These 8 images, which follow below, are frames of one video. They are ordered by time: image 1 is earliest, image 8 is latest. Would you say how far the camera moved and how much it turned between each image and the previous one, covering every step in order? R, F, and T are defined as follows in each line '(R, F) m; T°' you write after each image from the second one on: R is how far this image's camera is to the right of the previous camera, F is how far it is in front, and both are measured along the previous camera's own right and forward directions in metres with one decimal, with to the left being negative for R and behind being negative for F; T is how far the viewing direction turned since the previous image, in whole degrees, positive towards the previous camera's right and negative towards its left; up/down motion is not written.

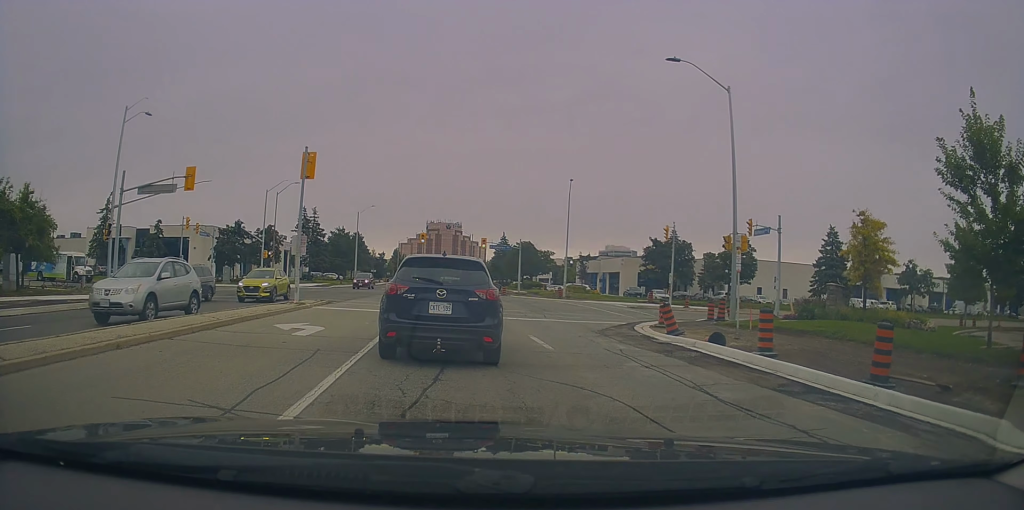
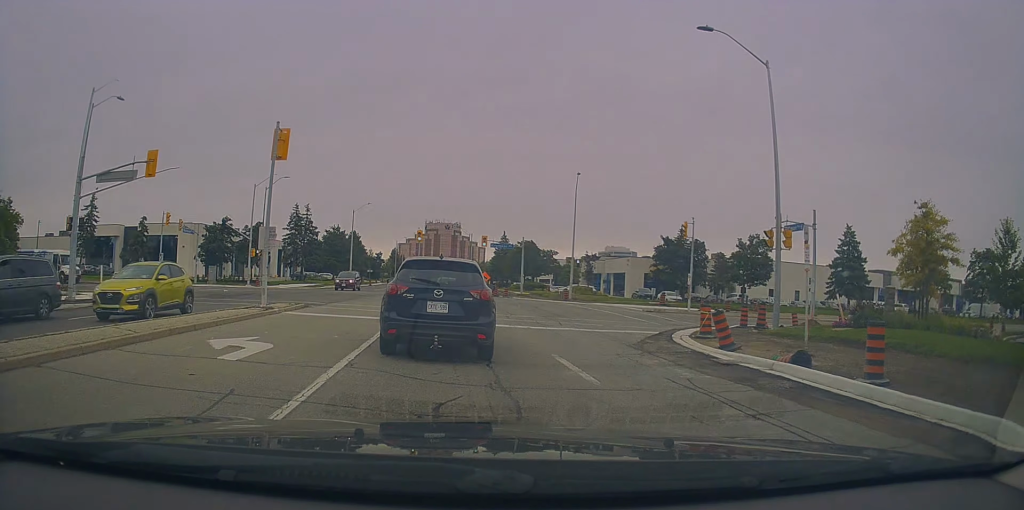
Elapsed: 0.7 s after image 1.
(+0.1, +3.9) m; -1°
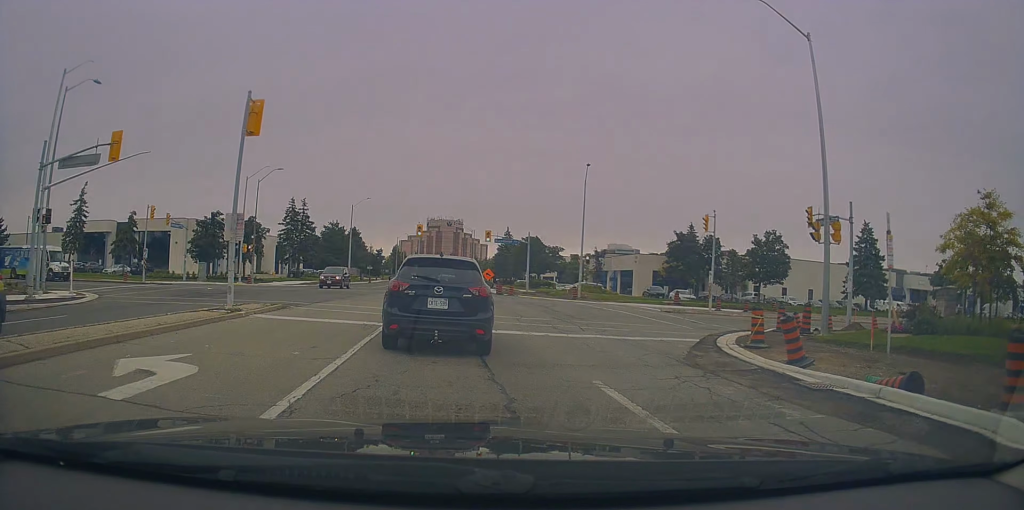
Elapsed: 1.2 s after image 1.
(0.0, +3.0) m; -1°
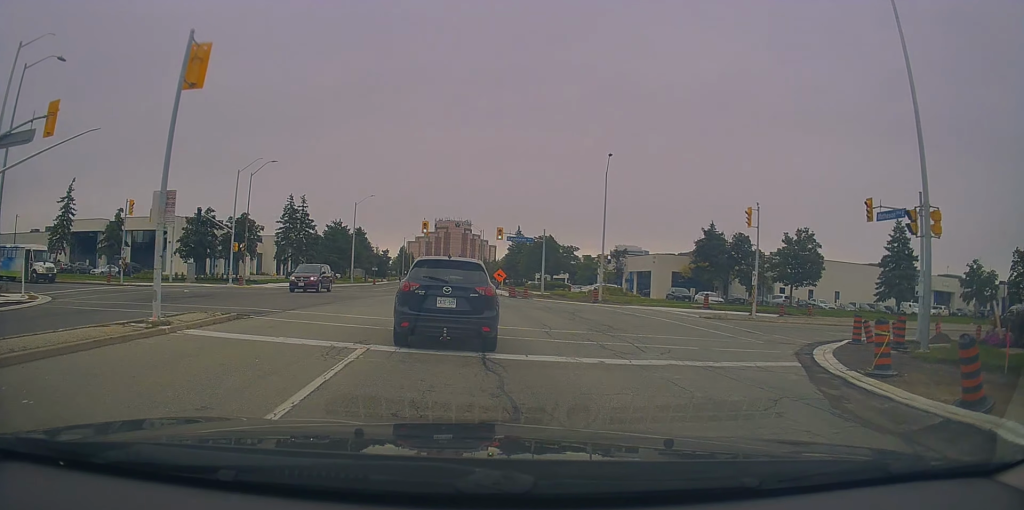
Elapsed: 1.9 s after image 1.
(-0.2, +4.6) m; -4°
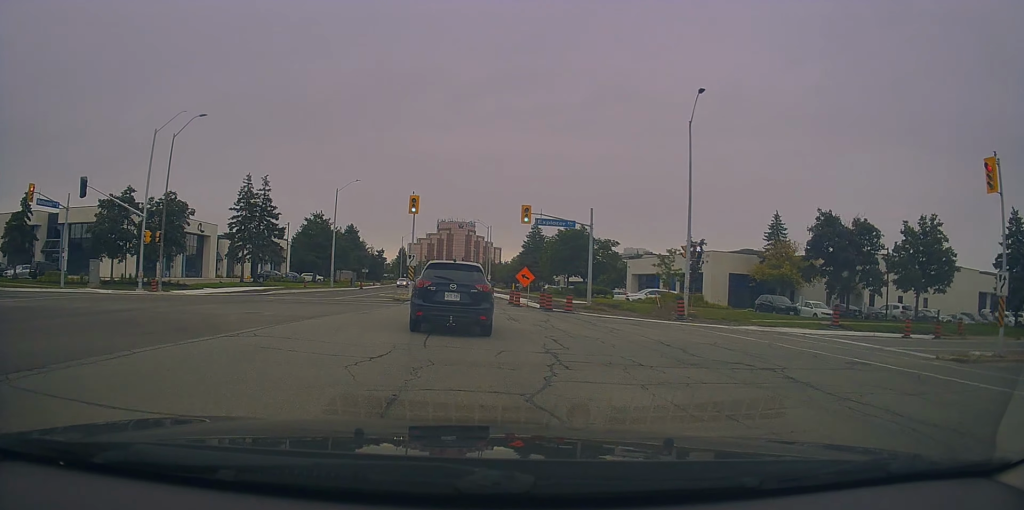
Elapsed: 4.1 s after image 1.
(+1.2, +17.5) m; +6°
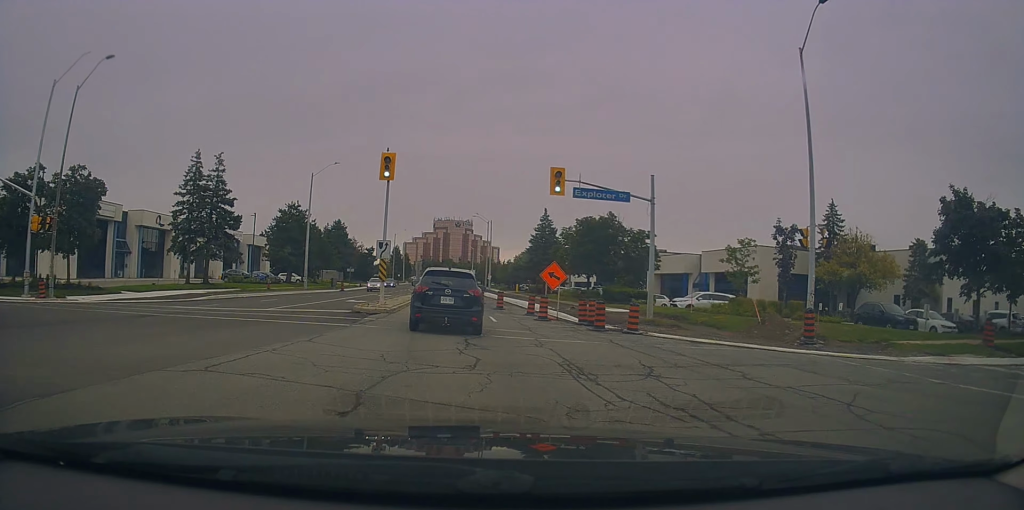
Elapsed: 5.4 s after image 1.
(-0.6, +12.1) m; -1°
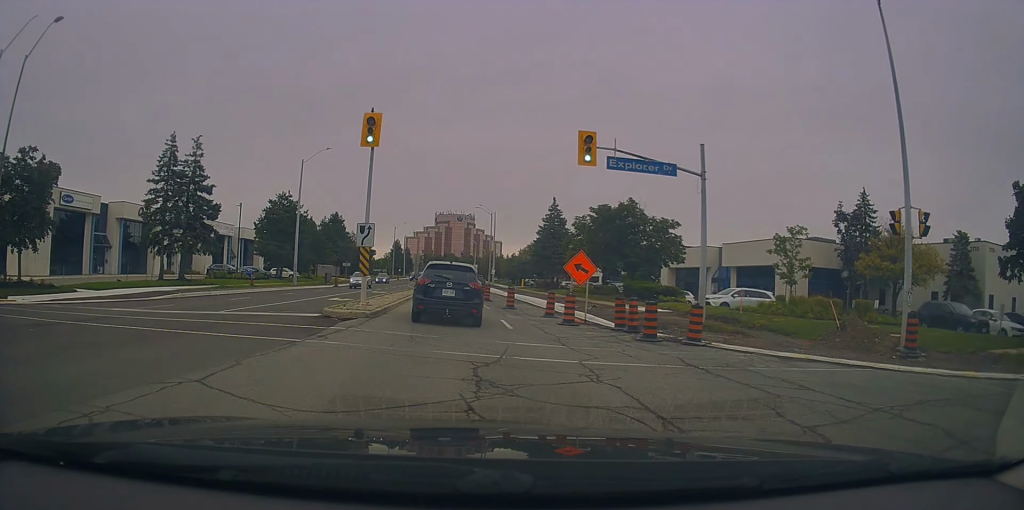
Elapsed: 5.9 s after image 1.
(+0.1, +5.0) m; +1°
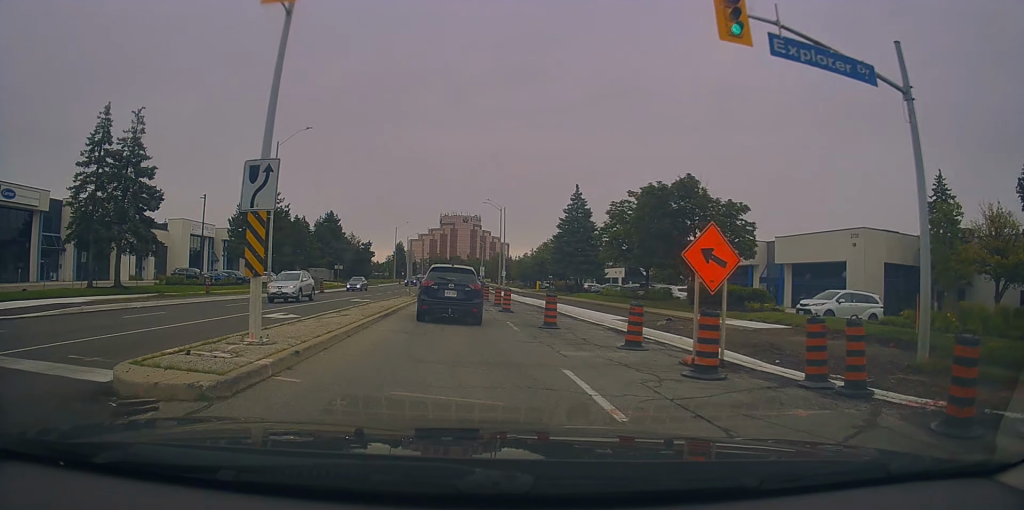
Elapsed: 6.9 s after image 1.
(0.0, +10.3) m; -2°
